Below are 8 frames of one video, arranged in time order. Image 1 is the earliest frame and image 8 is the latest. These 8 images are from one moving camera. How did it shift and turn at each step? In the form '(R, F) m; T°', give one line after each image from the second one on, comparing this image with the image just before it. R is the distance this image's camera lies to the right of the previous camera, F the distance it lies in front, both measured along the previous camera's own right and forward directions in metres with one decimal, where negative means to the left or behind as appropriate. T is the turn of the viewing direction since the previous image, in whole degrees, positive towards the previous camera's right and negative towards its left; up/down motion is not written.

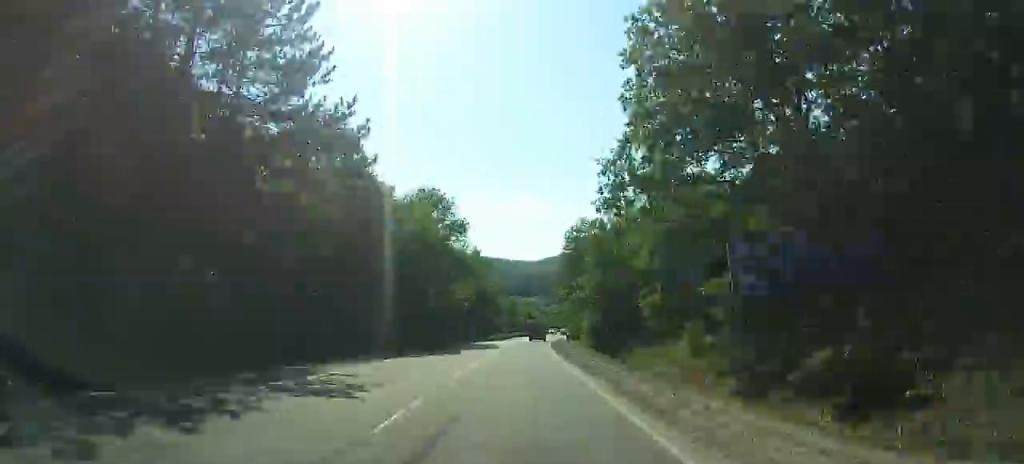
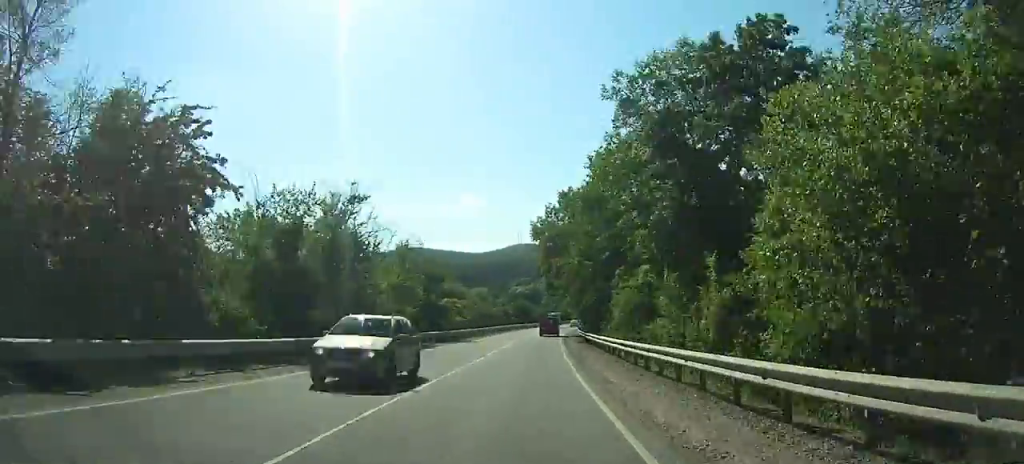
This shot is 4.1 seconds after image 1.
(+2.2, +87.7) m; +5°
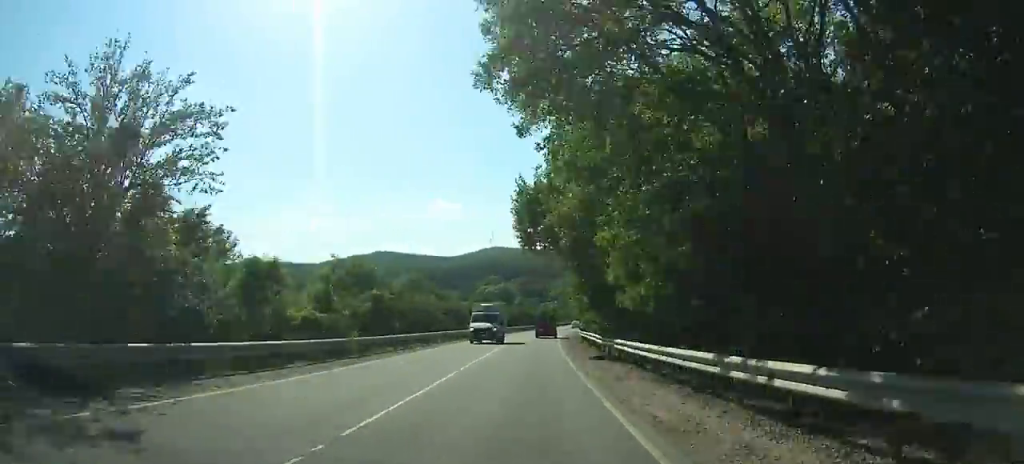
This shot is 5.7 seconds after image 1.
(+1.3, +35.8) m; +3°
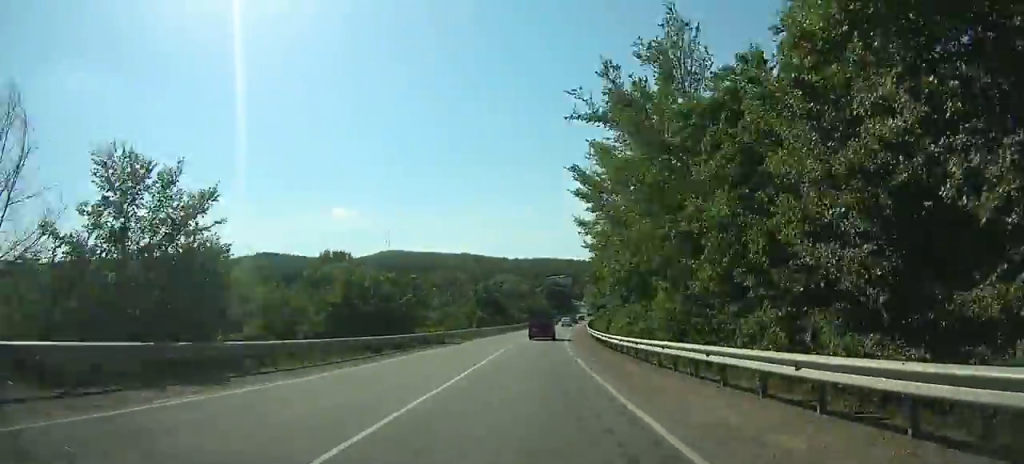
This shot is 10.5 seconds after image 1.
(+9.3, +105.4) m; +9°
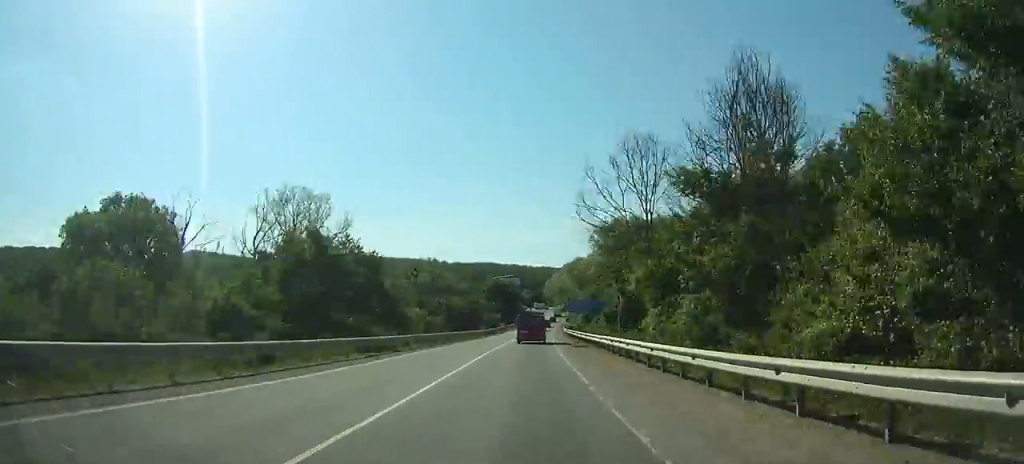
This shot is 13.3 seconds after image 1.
(+0.3, +58.7) m; +3°
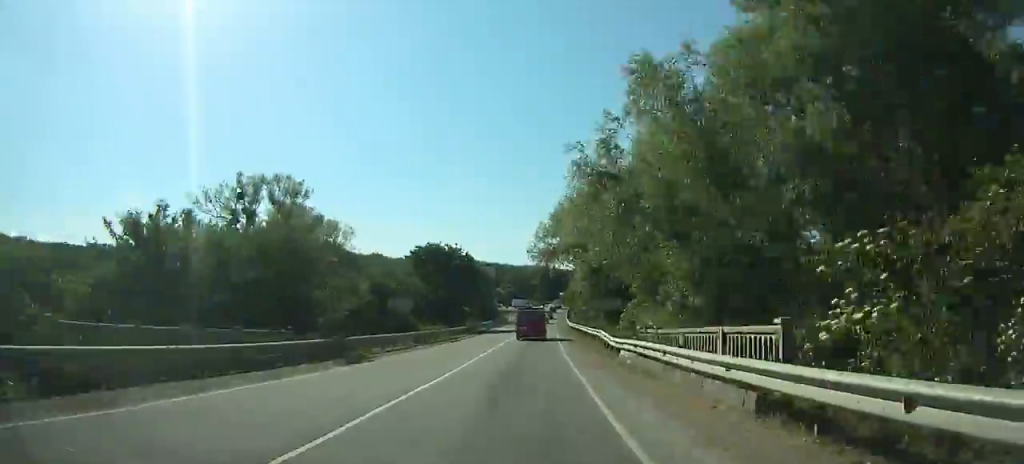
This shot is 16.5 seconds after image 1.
(+3.6, +61.7) m; +4°
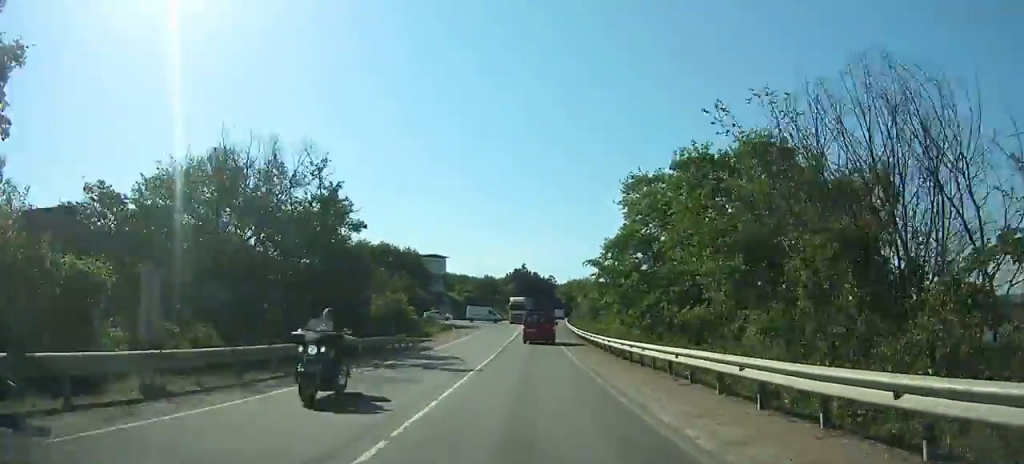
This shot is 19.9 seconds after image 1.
(+1.2, +61.2) m; +2°
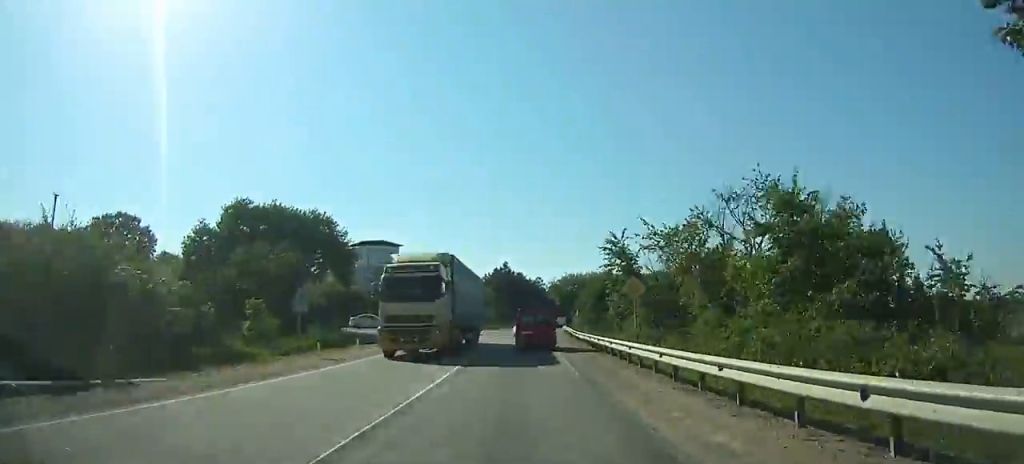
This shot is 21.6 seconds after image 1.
(+0.4, +30.1) m; +1°
